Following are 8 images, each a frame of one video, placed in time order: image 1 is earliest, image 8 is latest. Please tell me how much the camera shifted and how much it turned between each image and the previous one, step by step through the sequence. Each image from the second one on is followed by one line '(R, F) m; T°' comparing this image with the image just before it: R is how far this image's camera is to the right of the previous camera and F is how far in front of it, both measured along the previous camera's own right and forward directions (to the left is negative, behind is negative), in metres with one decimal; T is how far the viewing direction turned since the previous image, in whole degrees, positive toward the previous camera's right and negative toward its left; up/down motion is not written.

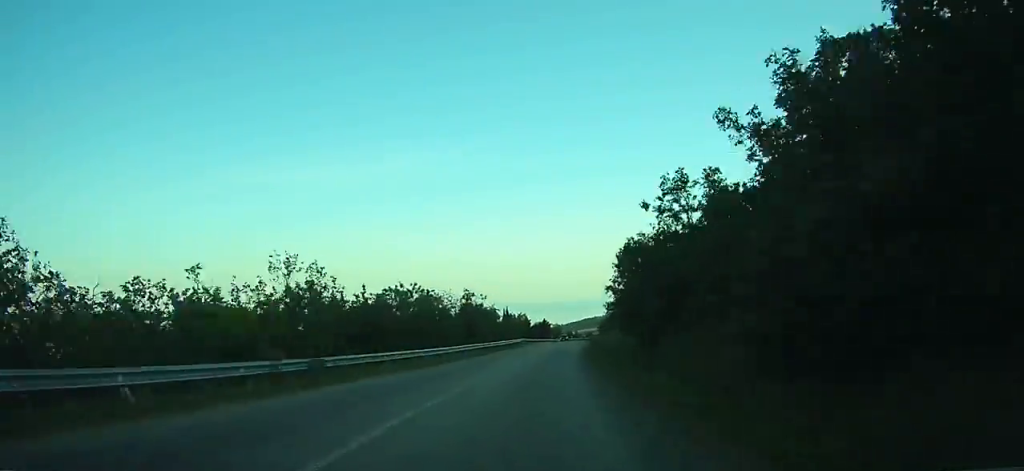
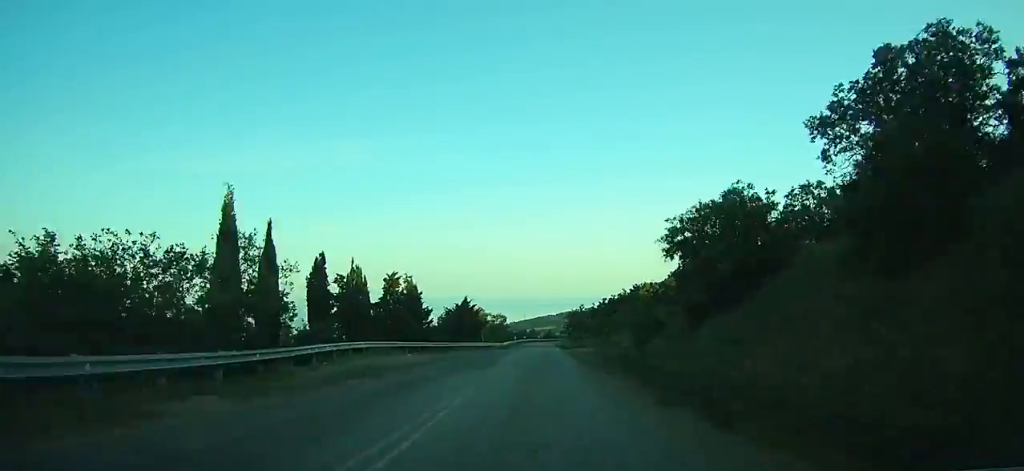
(+6.0, +75.3) m; +7°
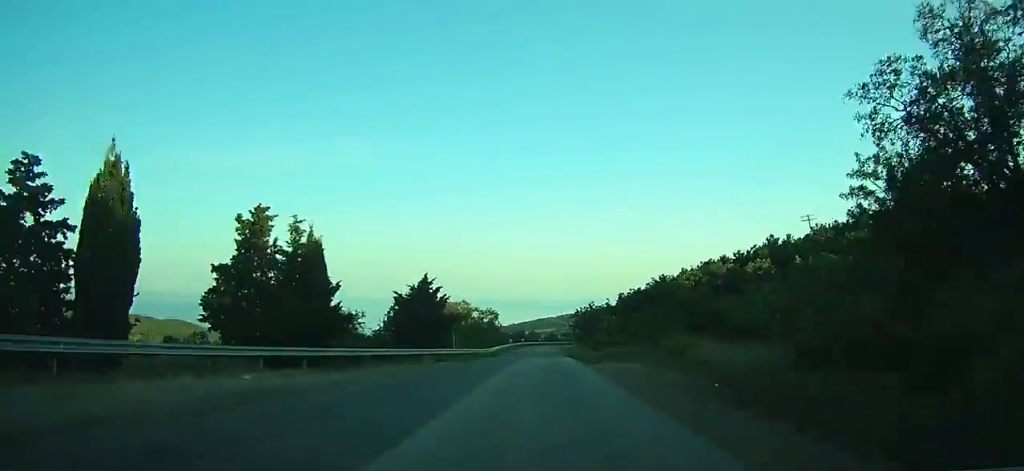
(+0.3, +23.2) m; +1°
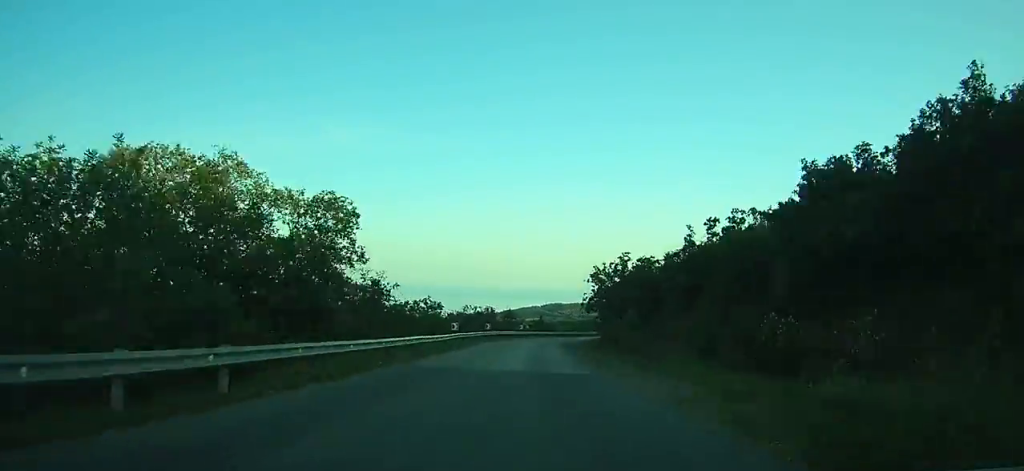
(+0.9, +55.5) m; +3°
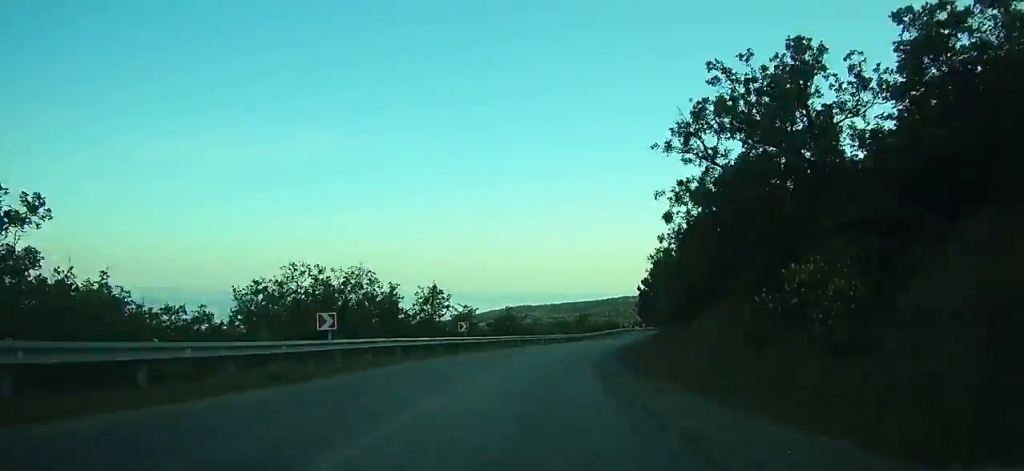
(-0.2, +41.3) m; +5°
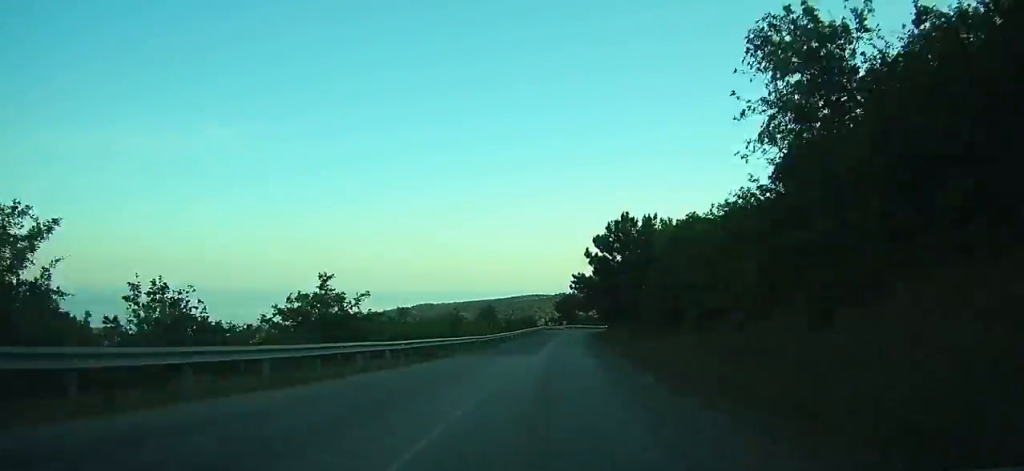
(+3.0, +33.8) m; +5°
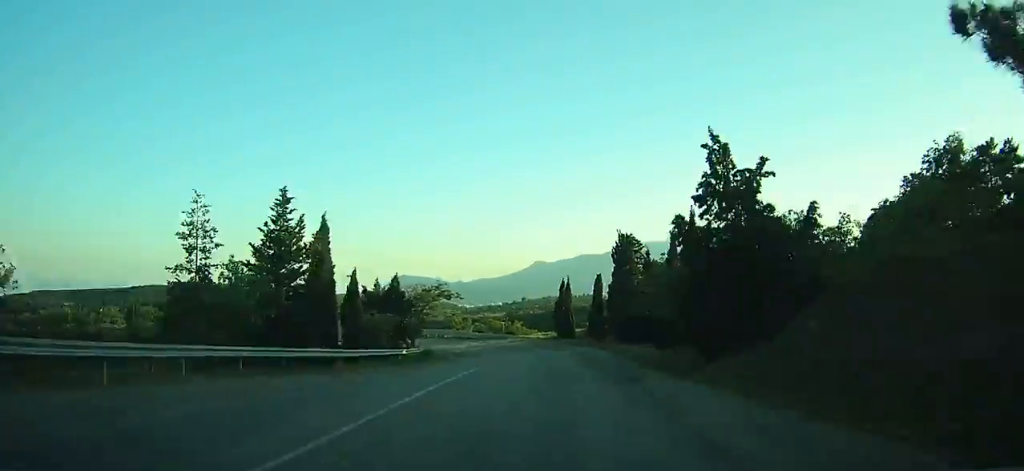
(+30.6, +132.4) m; +27°
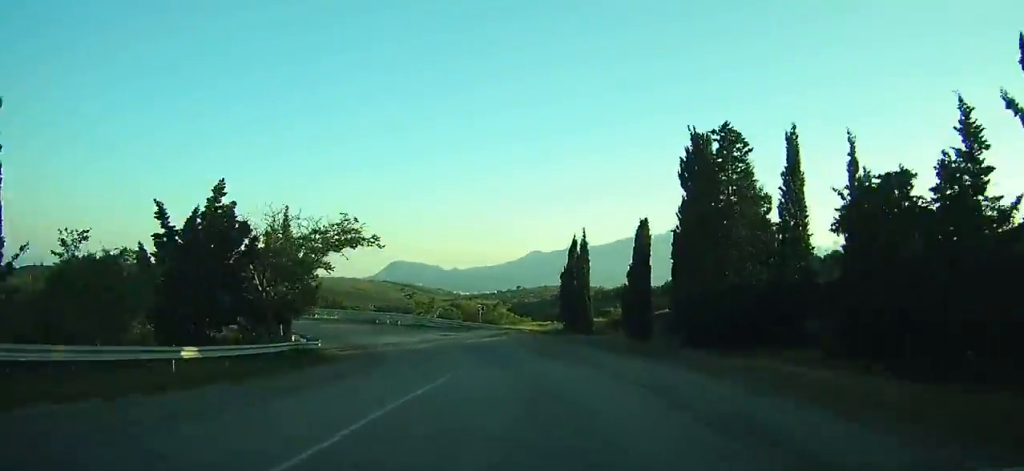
(+2.8, +22.8) m; +1°
